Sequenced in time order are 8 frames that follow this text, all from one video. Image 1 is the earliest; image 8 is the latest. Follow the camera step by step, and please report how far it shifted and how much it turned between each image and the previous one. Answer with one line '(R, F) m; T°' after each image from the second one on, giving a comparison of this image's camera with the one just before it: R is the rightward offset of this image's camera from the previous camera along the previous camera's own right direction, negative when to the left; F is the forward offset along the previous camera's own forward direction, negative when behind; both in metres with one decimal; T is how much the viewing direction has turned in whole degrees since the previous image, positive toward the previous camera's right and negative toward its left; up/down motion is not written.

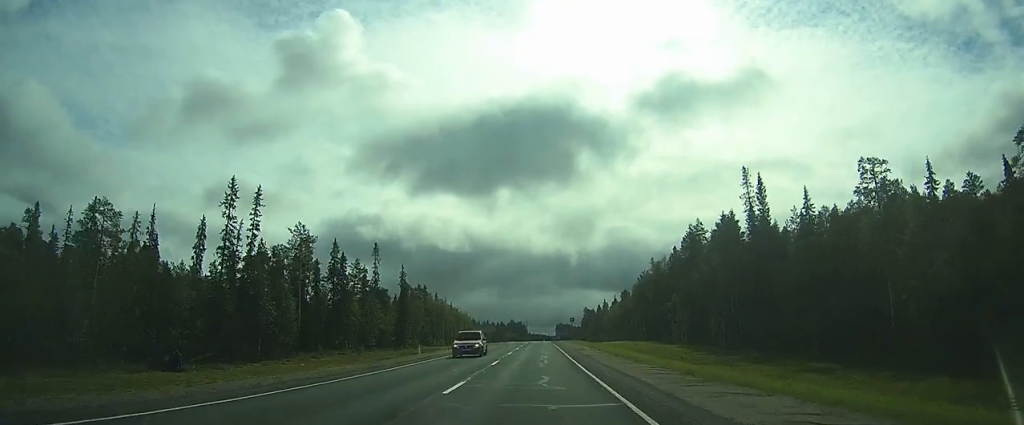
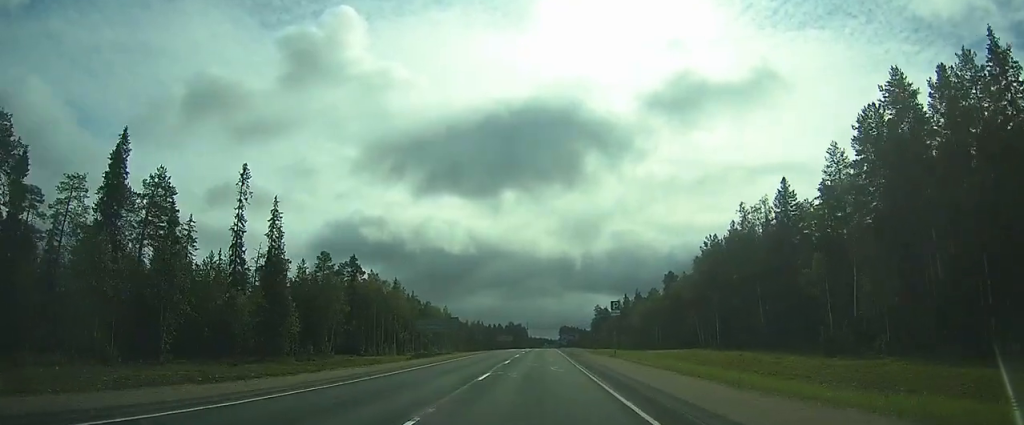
(-0.2, +54.8) m; 0°
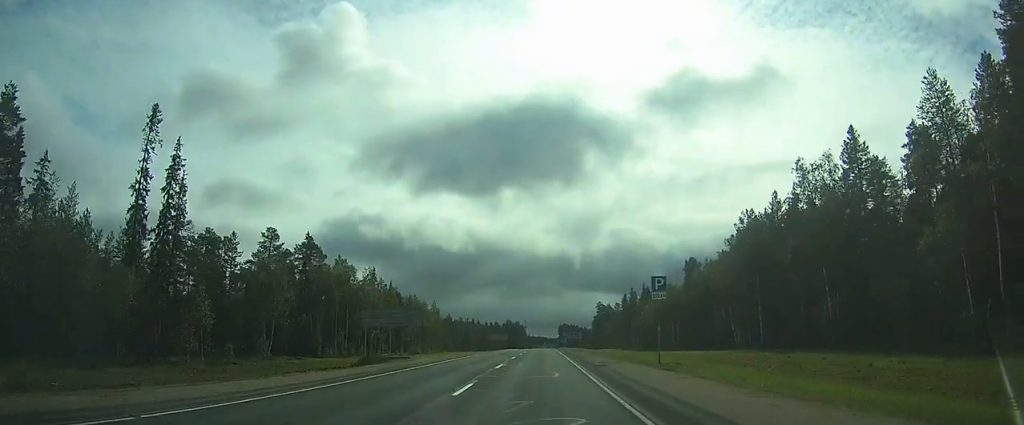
(0.0, +16.8) m; 0°
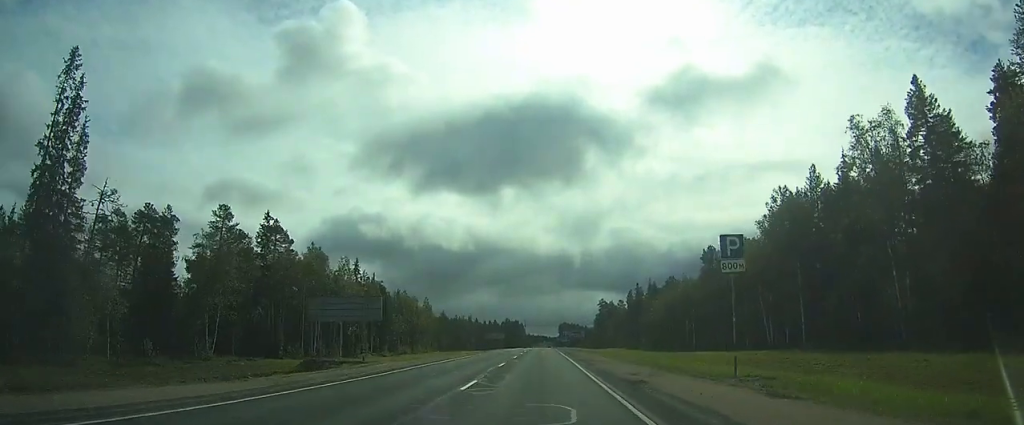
(0.0, +10.7) m; 0°
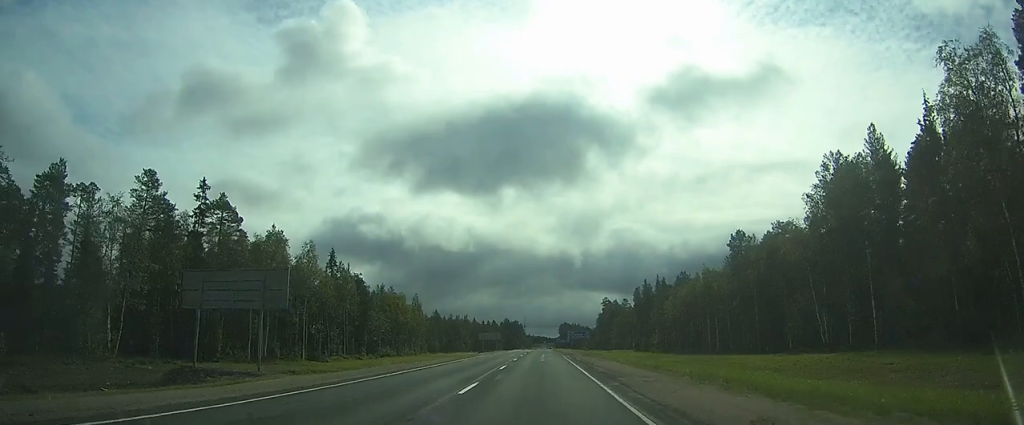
(0.0, +12.3) m; 0°
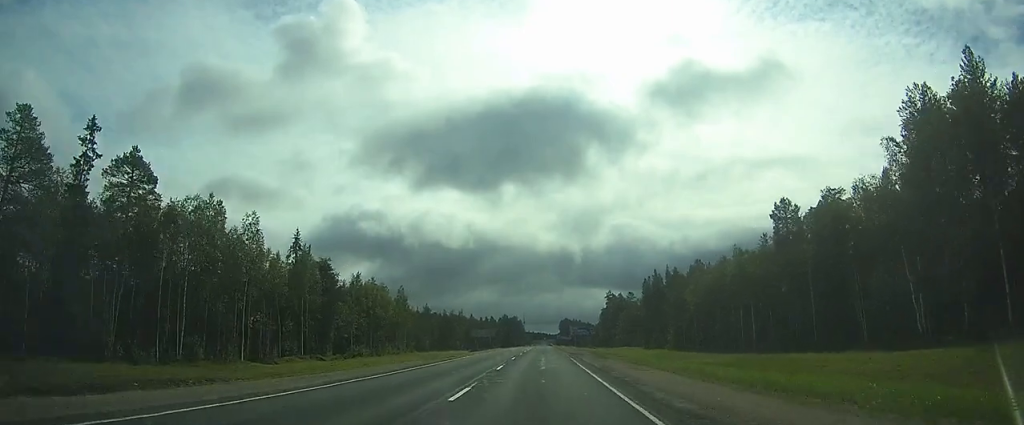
(0.0, +13.8) m; 0°
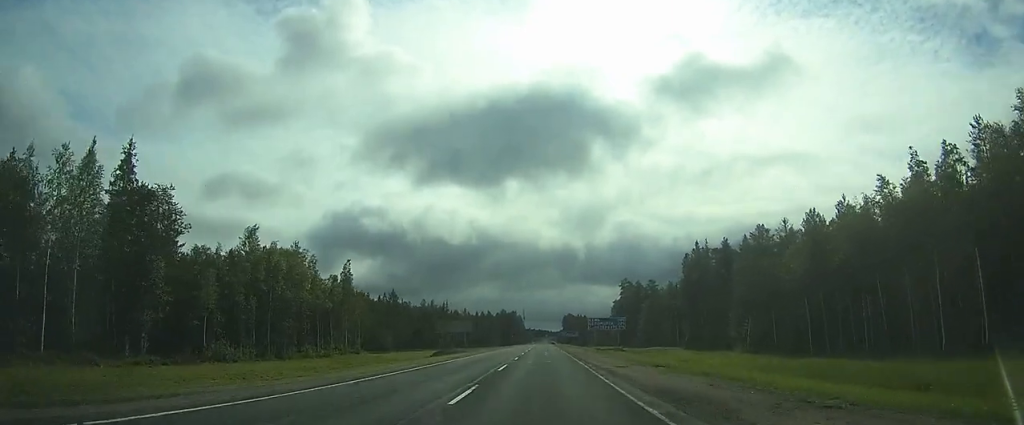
(-0.1, +36.2) m; 0°
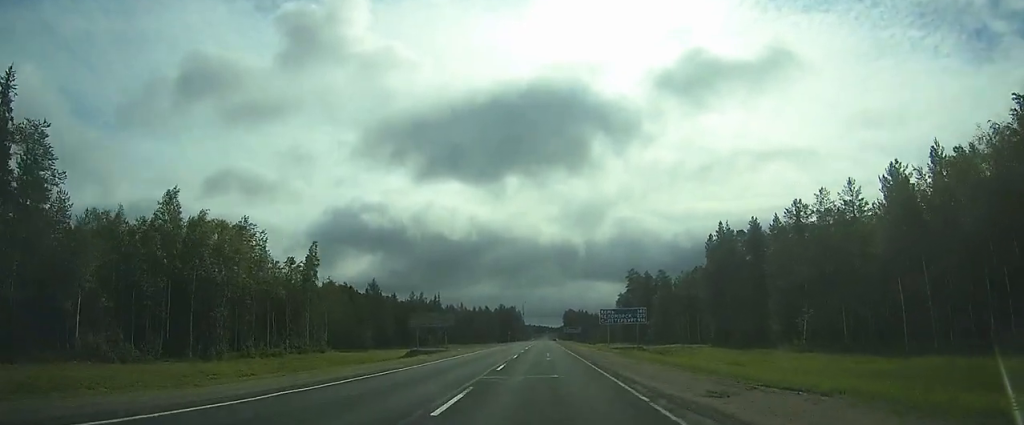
(-0.1, +14.0) m; 0°
